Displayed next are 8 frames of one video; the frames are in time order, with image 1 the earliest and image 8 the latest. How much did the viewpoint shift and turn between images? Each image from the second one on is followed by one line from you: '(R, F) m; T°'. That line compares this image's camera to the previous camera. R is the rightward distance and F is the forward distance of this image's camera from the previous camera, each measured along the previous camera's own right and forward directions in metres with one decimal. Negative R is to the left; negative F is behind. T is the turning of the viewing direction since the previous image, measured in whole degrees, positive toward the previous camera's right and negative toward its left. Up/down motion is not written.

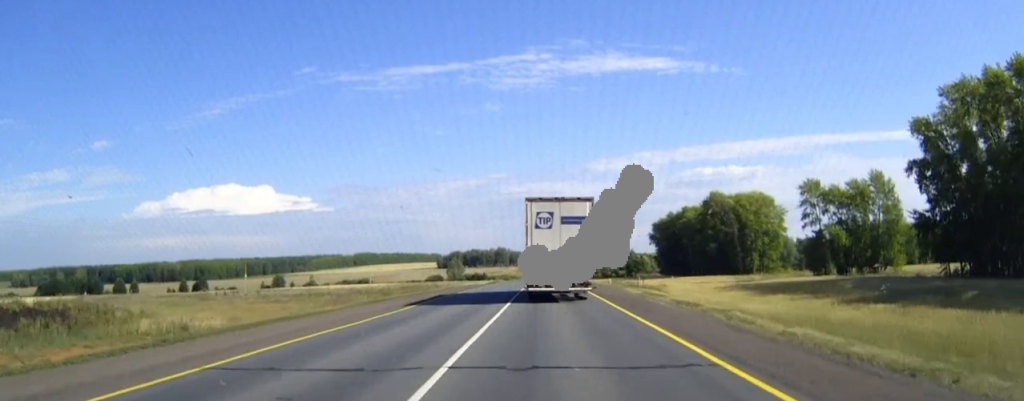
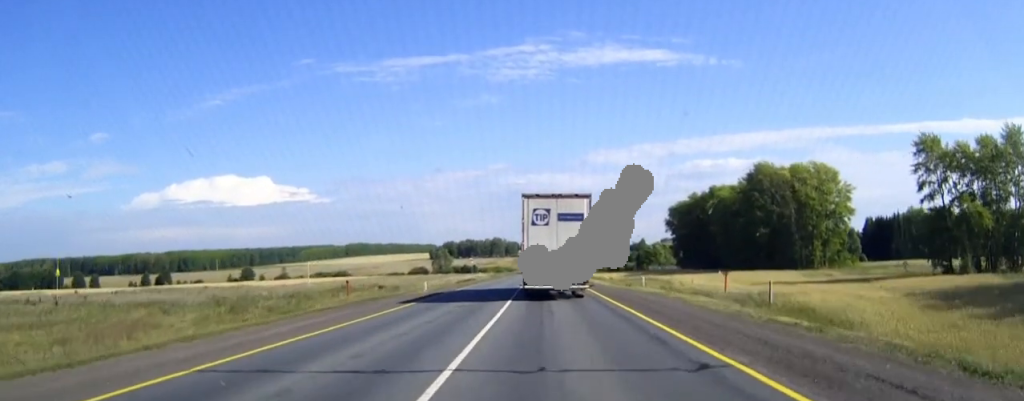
(0.0, +45.6) m; 0°
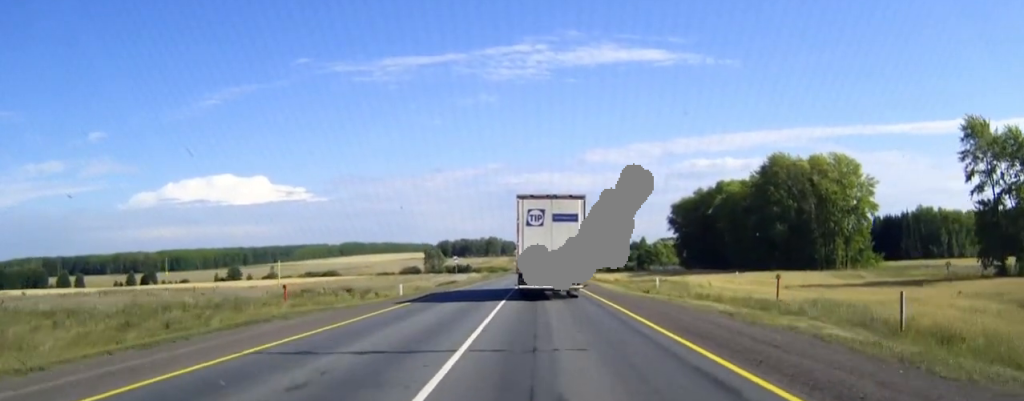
(0.0, +13.2) m; 0°
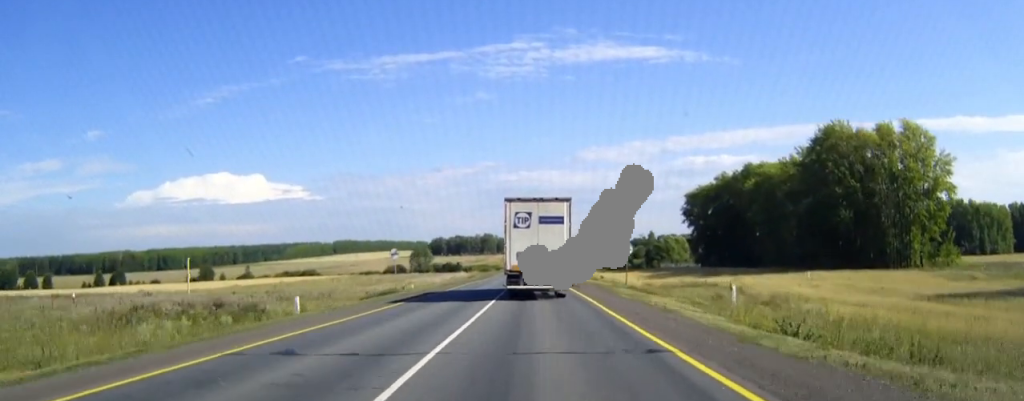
(+0.1, +31.3) m; 0°
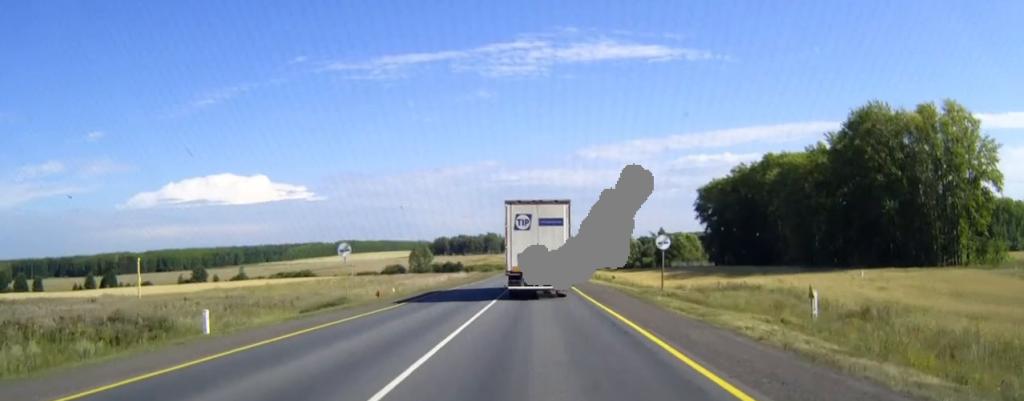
(0.0, +13.9) m; 0°
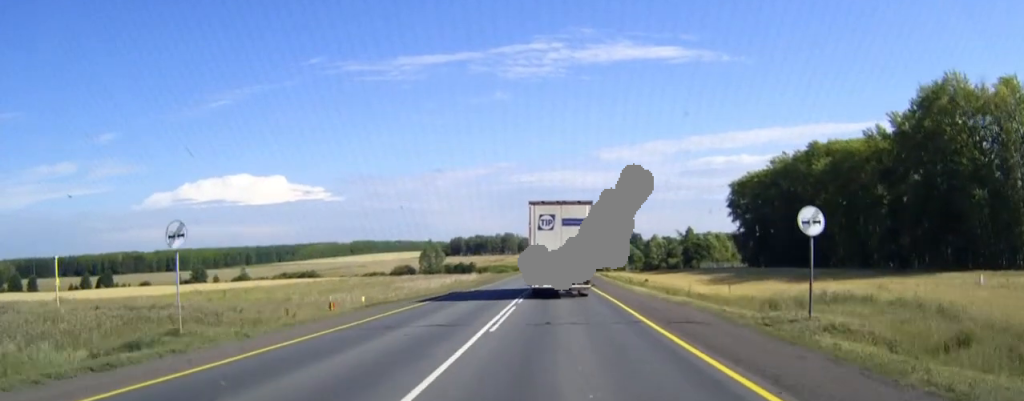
(-0.1, +18.1) m; -1°
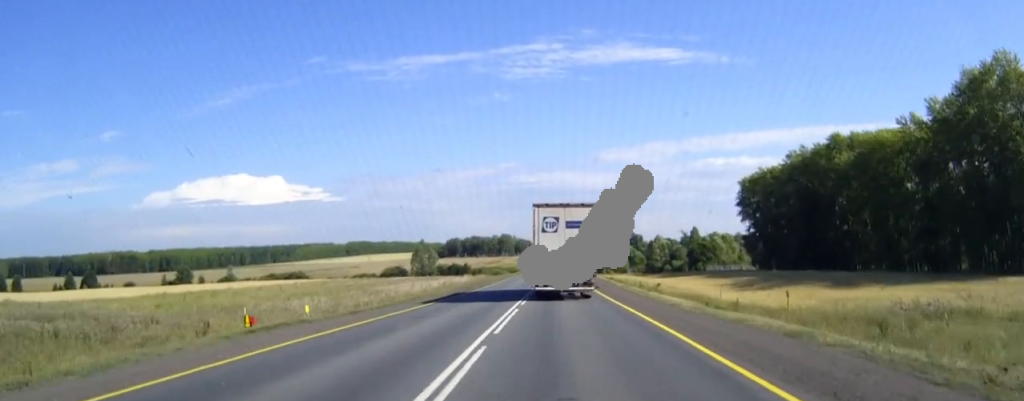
(-0.1, +12.1) m; 0°
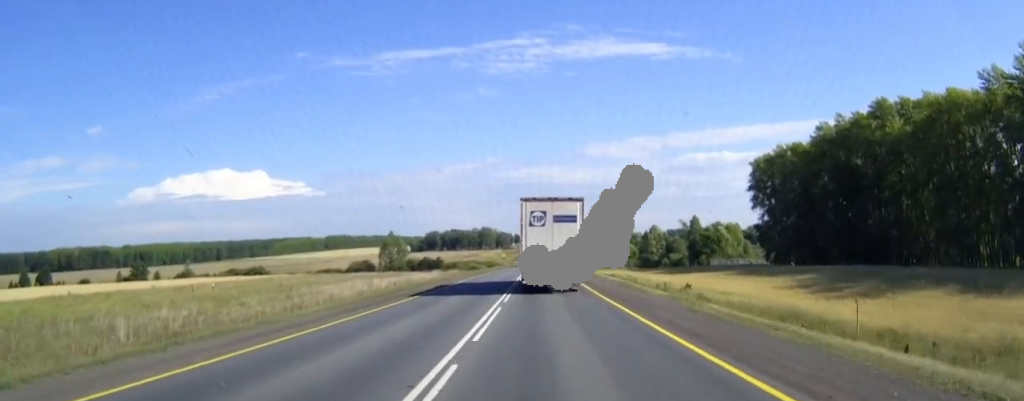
(+0.1, +26.0) m; +1°
